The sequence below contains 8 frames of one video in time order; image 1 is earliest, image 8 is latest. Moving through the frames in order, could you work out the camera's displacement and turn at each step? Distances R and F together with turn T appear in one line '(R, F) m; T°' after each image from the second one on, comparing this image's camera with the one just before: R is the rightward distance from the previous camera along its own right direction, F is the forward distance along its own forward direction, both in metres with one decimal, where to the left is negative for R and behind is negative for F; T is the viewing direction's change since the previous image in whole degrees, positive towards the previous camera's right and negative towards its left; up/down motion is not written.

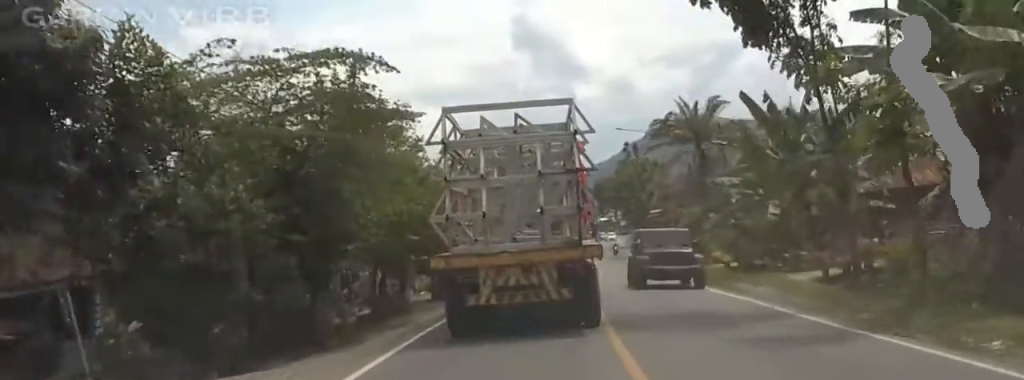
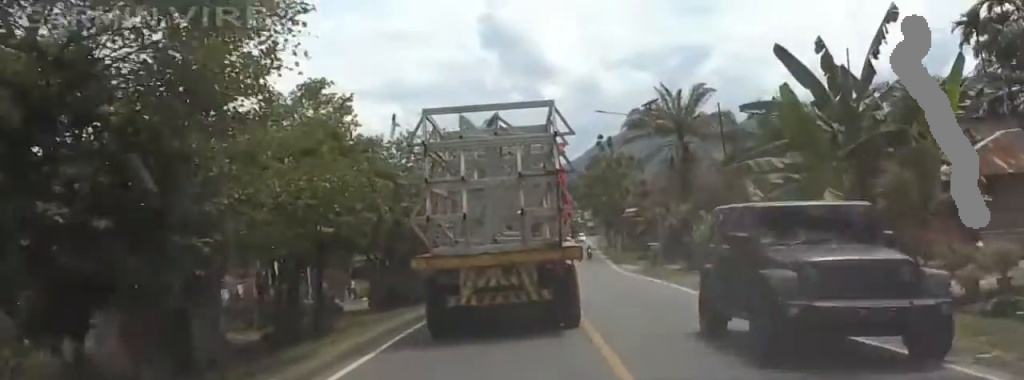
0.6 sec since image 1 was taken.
(0.0, +7.0) m; -3°
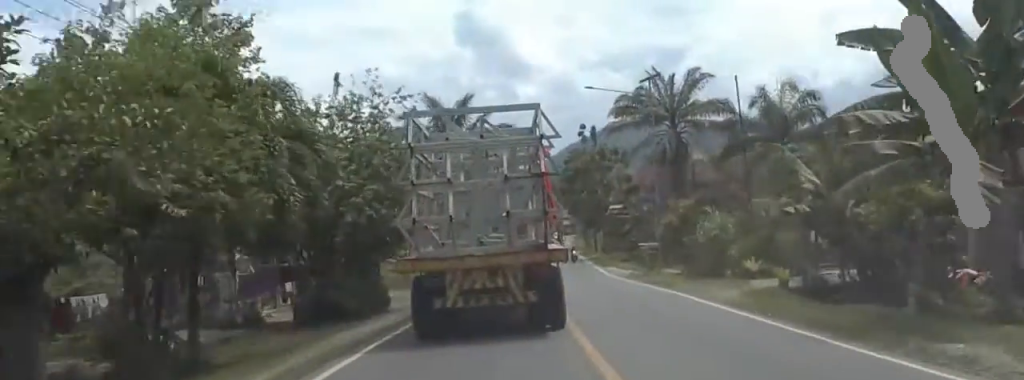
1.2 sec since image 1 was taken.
(-0.2, +6.5) m; -5°
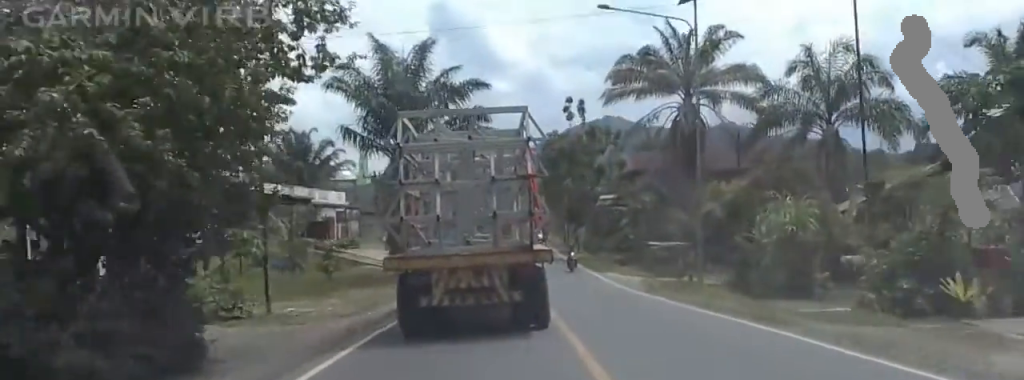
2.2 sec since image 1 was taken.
(-1.1, +12.1) m; -8°
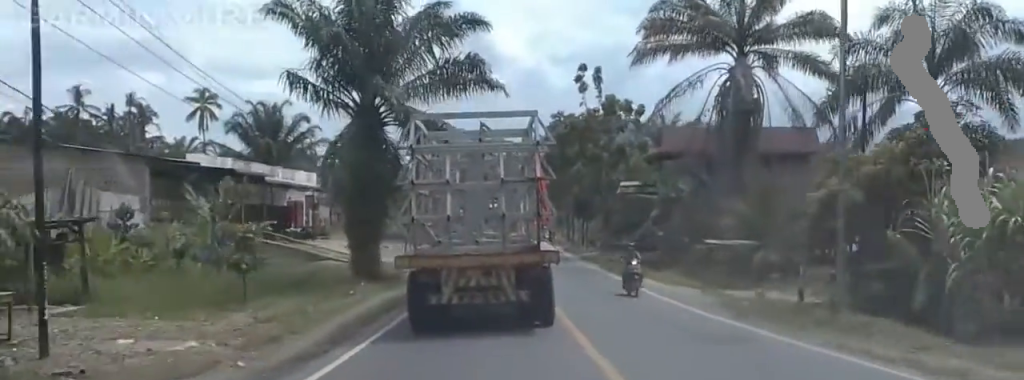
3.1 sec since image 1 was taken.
(-0.6, +10.0) m; -2°
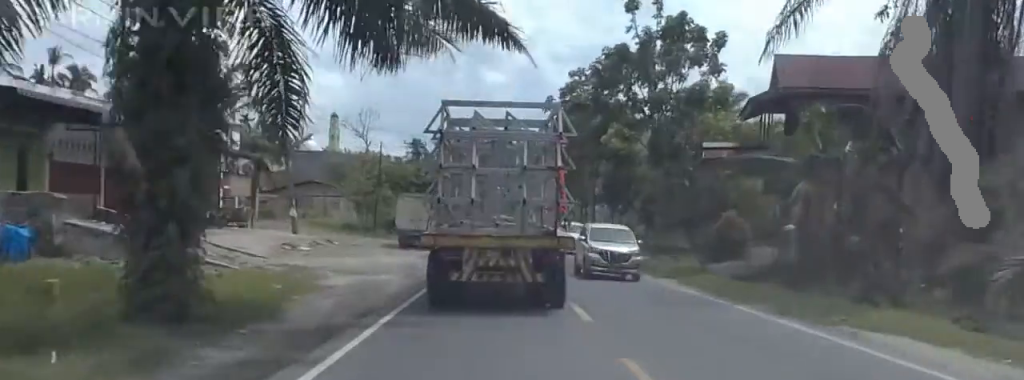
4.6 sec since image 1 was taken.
(+0.4, +17.0) m; -1°
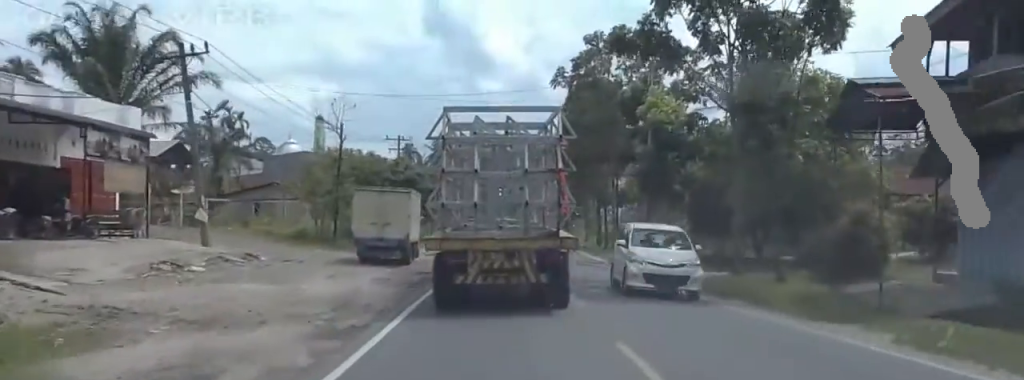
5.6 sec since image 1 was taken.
(-0.3, +10.7) m; -2°
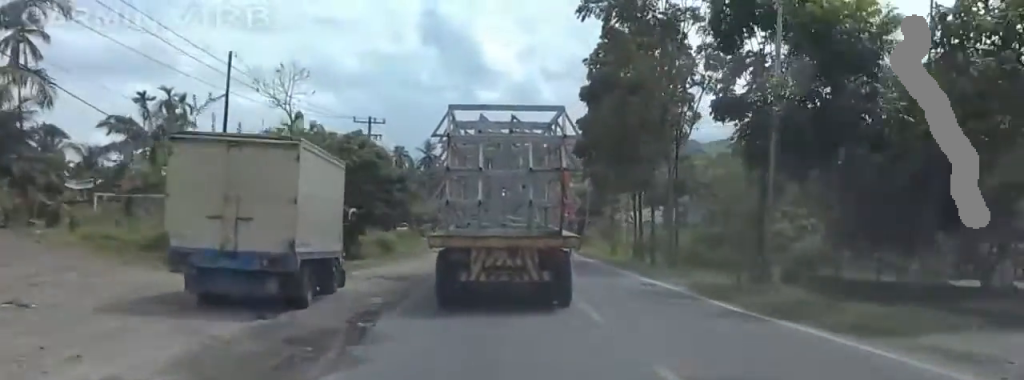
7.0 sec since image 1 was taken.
(-0.1, +13.7) m; 0°
